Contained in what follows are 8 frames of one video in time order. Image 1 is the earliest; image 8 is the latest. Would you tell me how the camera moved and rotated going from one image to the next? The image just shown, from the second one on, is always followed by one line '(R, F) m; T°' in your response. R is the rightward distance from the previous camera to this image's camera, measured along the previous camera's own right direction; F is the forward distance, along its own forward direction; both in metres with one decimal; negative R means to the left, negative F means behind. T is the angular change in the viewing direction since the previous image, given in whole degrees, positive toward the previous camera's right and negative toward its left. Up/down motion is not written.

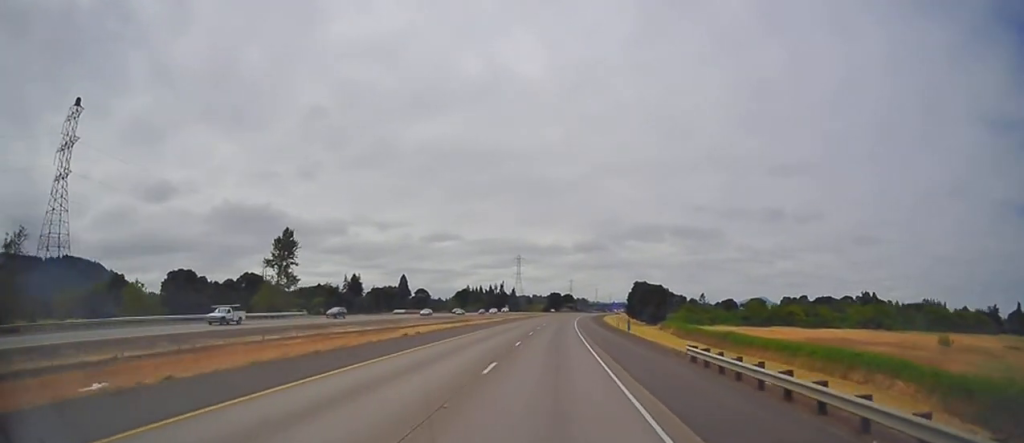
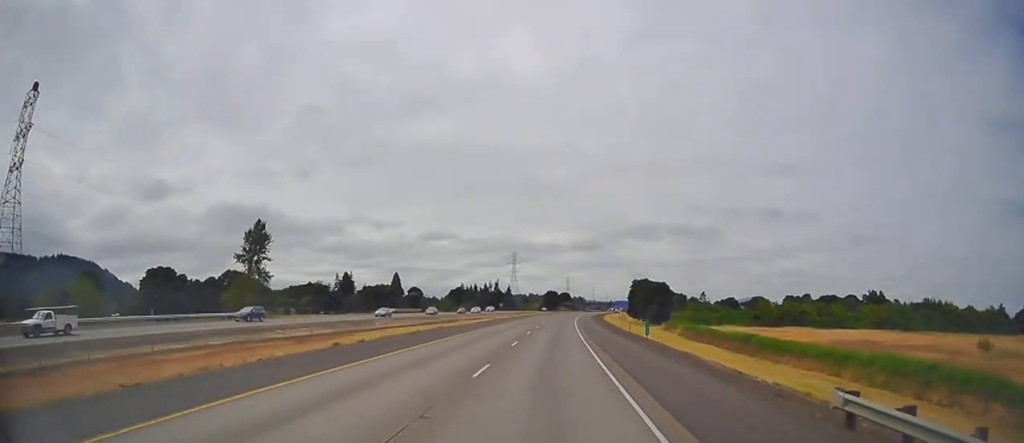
(0.0, +12.8) m; 0°
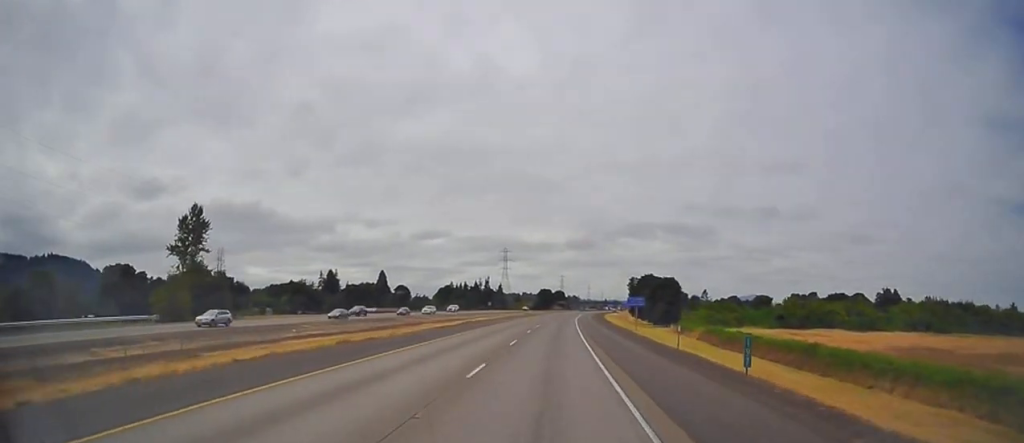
(-0.1, +23.5) m; +1°
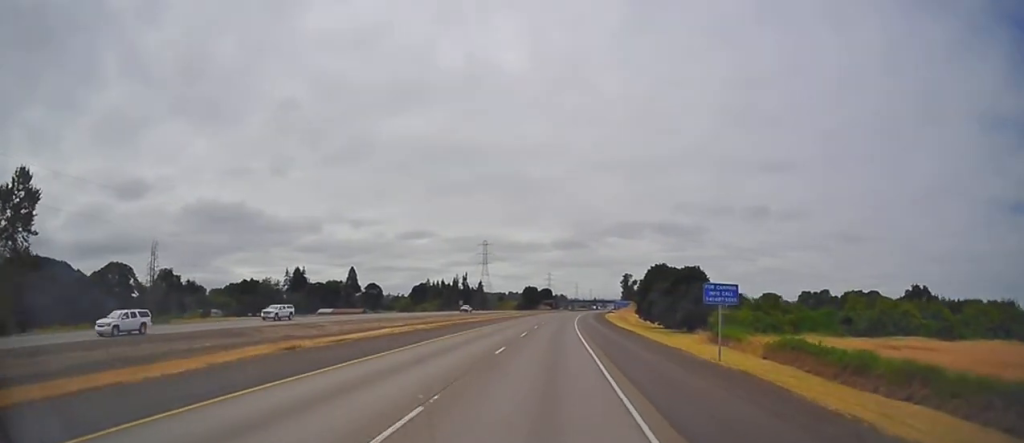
(+0.9, +43.0) m; +2°
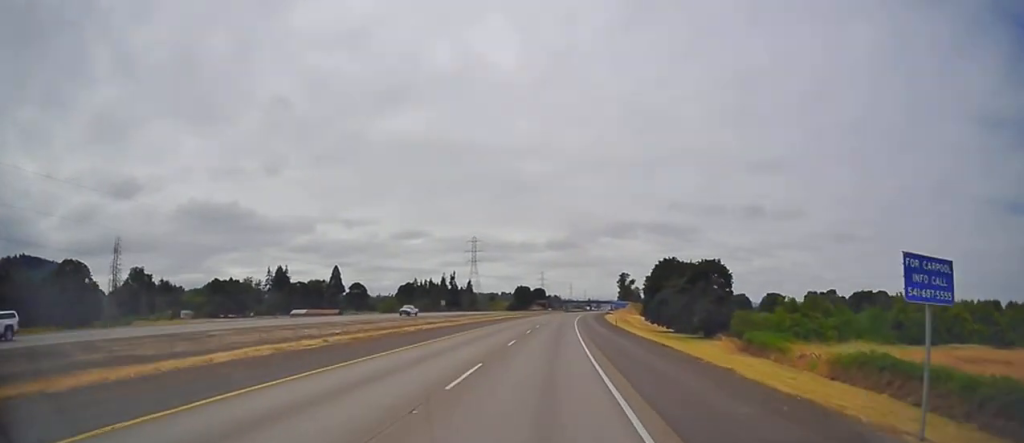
(0.0, +20.5) m; 0°
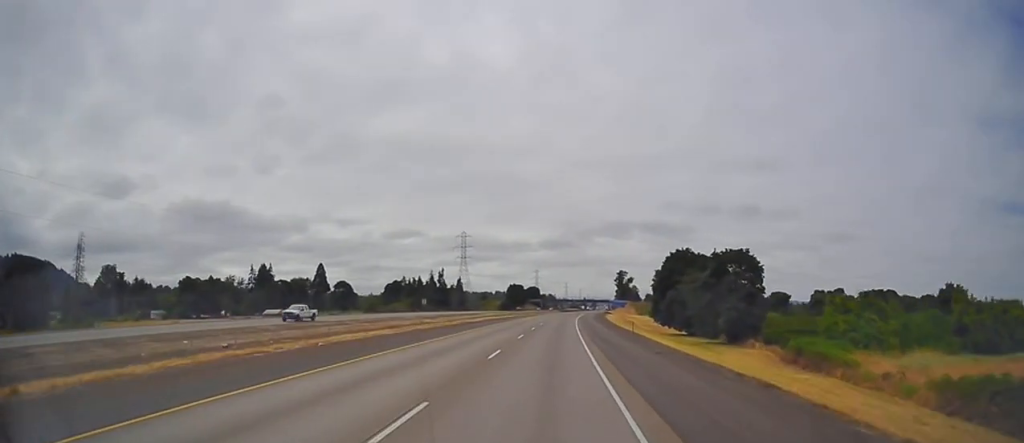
(0.0, +20.4) m; +1°
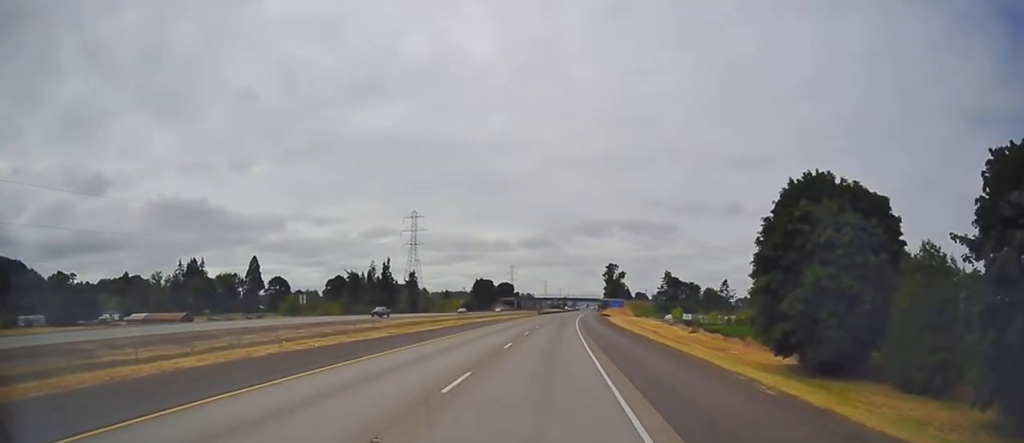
(+1.6, +66.9) m; +3°
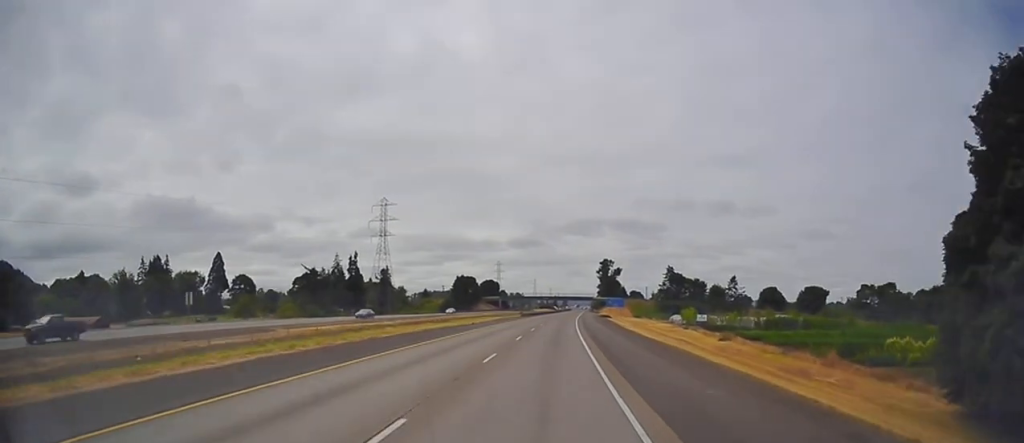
(+0.6, +31.0) m; +1°
